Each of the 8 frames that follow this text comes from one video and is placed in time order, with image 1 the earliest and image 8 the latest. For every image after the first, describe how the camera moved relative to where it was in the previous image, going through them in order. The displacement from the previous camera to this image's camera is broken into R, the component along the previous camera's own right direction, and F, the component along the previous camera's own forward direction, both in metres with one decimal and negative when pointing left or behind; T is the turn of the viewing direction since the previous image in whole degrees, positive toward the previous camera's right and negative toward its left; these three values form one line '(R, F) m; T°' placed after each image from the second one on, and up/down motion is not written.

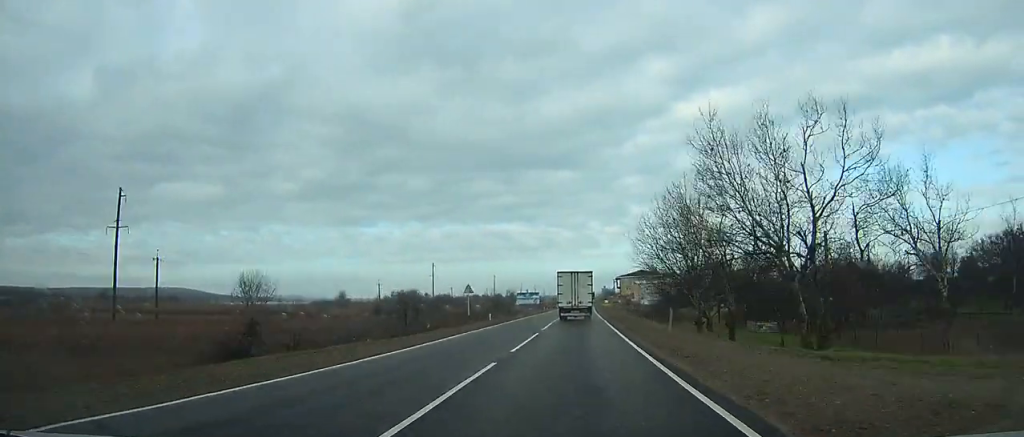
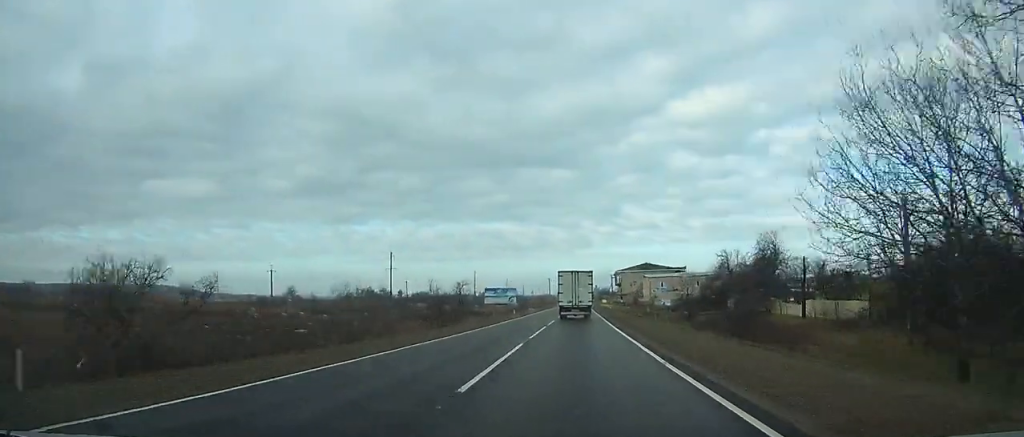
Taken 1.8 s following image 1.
(+0.1, +42.8) m; +1°
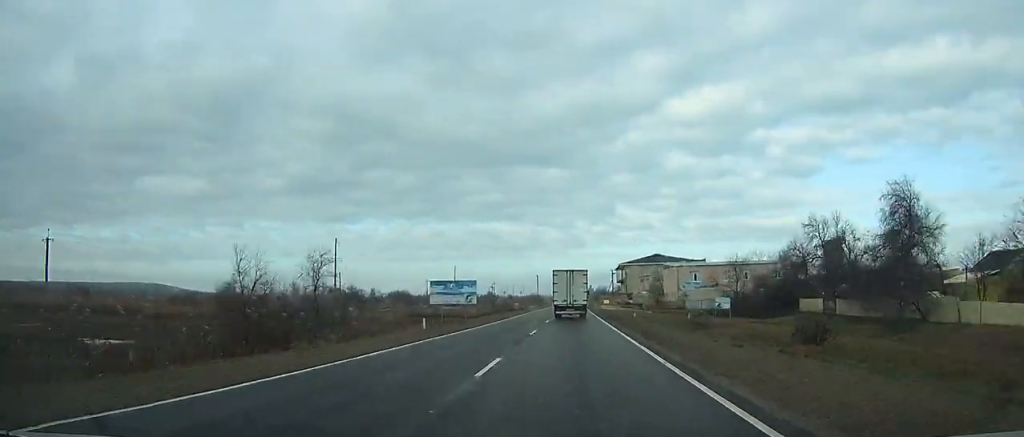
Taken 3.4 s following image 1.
(+0.4, +39.2) m; 0°
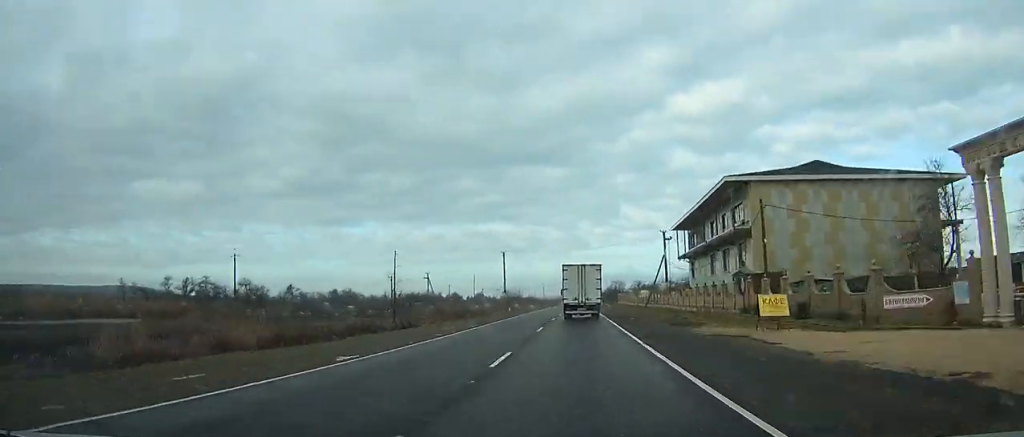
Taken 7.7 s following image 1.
(+0.8, +106.2) m; +1°
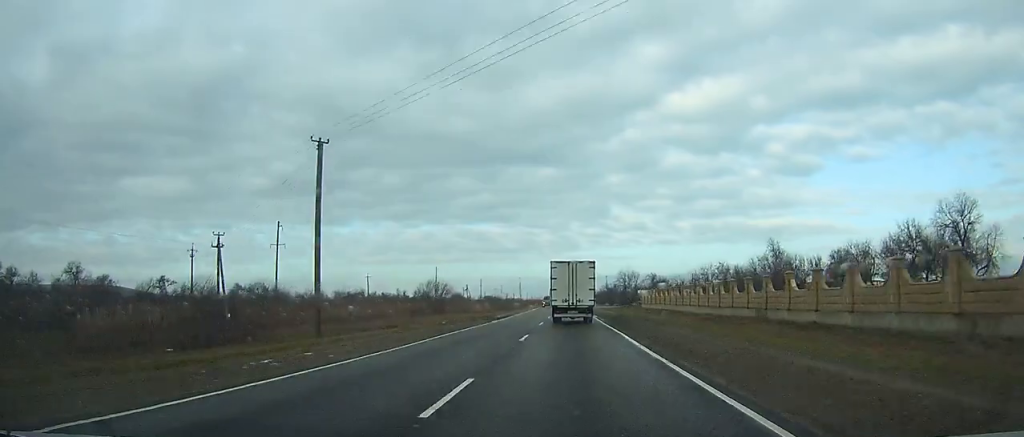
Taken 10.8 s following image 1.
(+0.3, +76.1) m; 0°
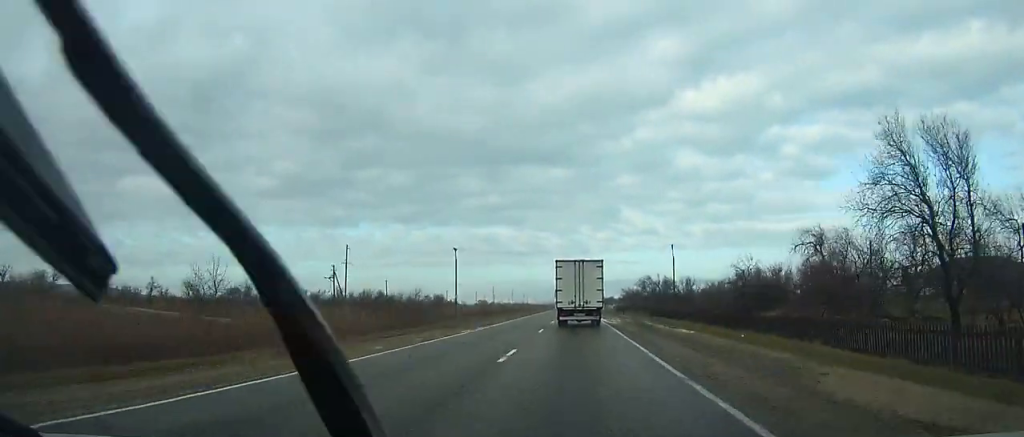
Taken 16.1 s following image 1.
(-8.7, +126.2) m; 0°
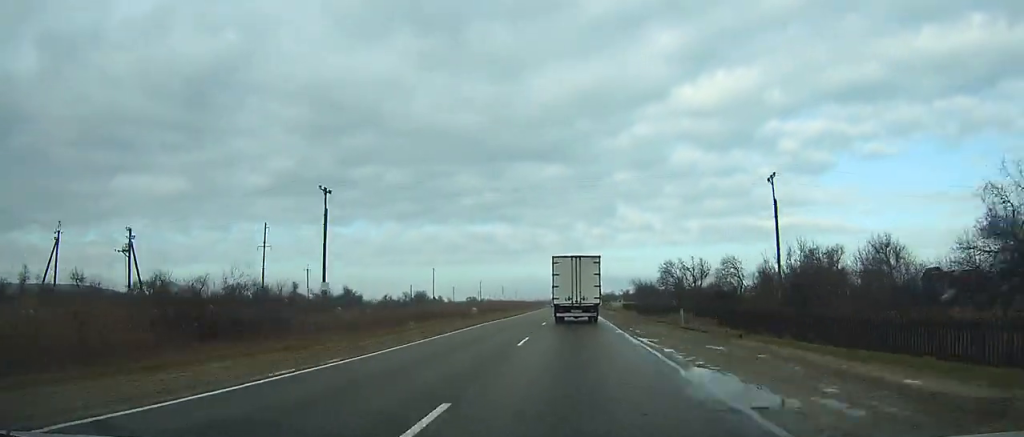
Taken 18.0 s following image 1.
(+4.8, +44.5) m; +3°
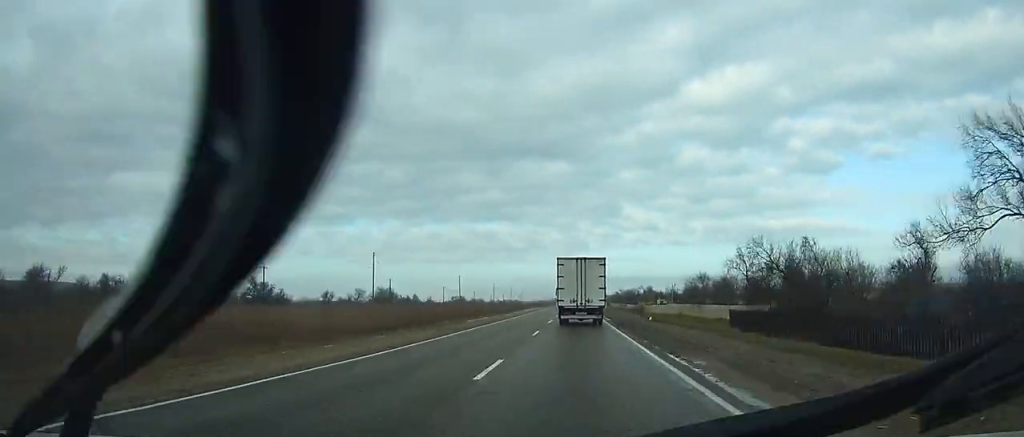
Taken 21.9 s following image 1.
(+1.9, +92.1) m; -1°
